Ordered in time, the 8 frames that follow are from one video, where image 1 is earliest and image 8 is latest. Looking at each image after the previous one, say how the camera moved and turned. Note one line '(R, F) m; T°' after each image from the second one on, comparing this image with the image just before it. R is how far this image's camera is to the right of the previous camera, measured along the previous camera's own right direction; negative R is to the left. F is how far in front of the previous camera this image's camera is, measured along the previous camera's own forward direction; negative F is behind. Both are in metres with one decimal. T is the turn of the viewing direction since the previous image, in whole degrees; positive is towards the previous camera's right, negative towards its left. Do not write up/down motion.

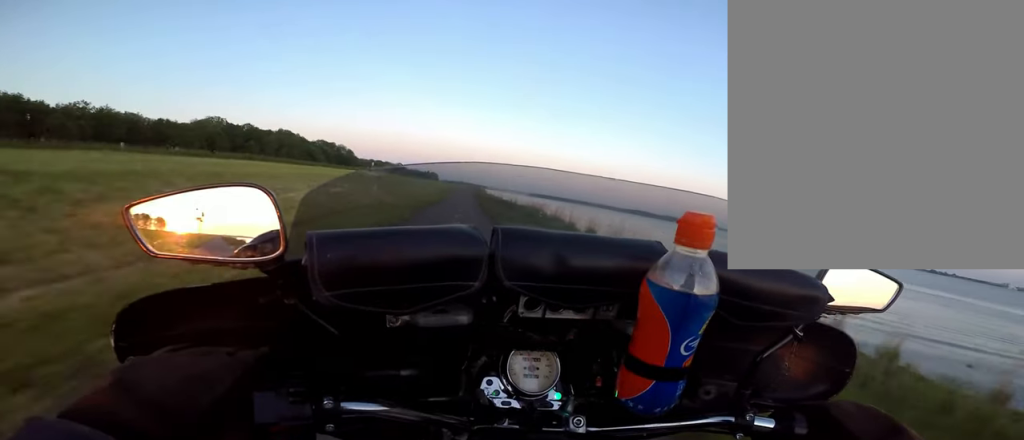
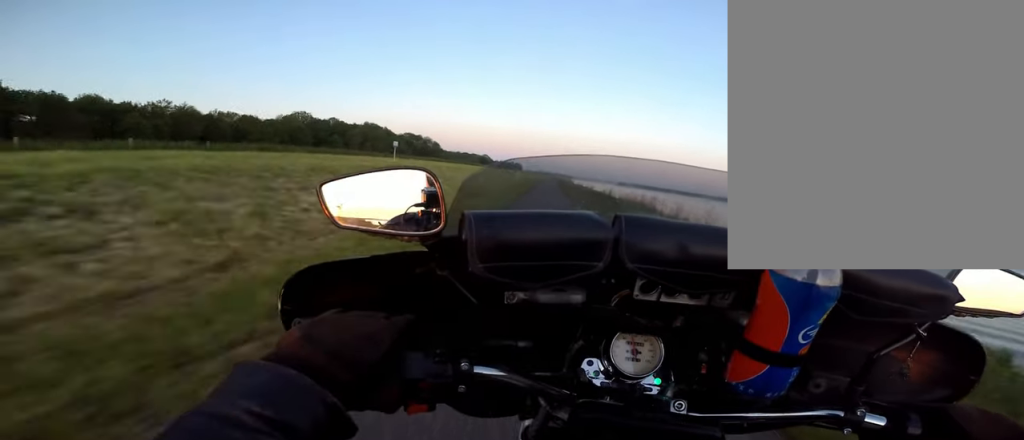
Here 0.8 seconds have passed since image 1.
(+0.1, +11.1) m; +2°
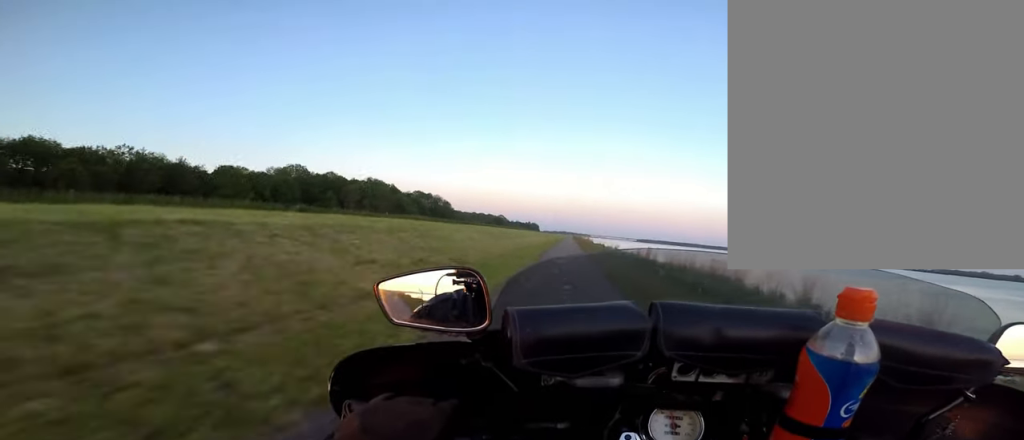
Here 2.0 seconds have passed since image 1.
(+0.3, +16.6) m; -2°
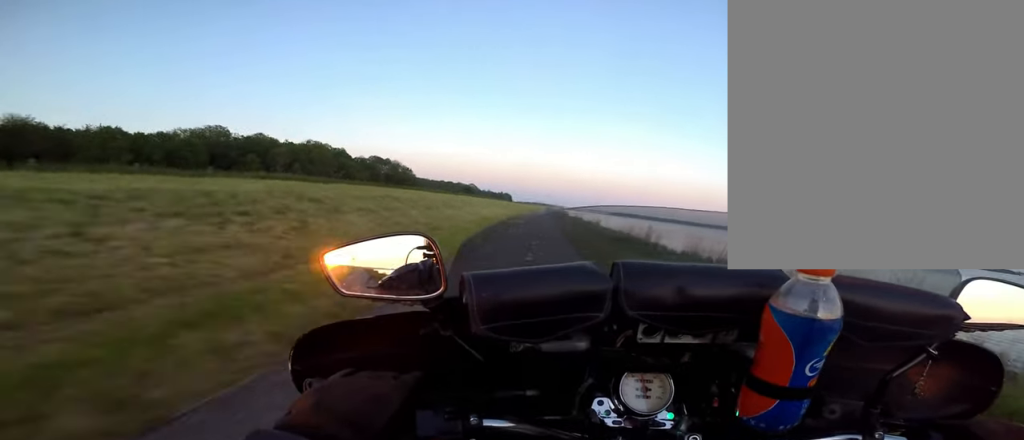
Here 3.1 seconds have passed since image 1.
(-0.8, +16.0) m; 0°
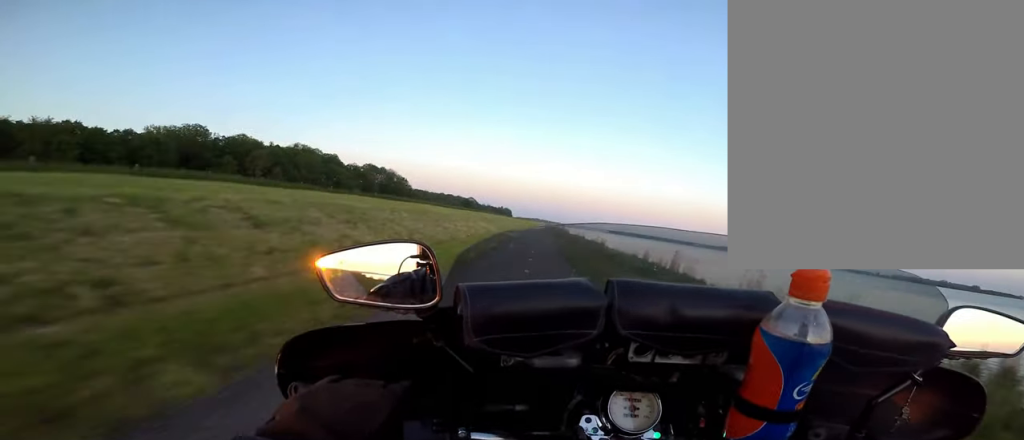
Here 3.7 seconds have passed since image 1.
(-0.3, +8.3) m; +2°
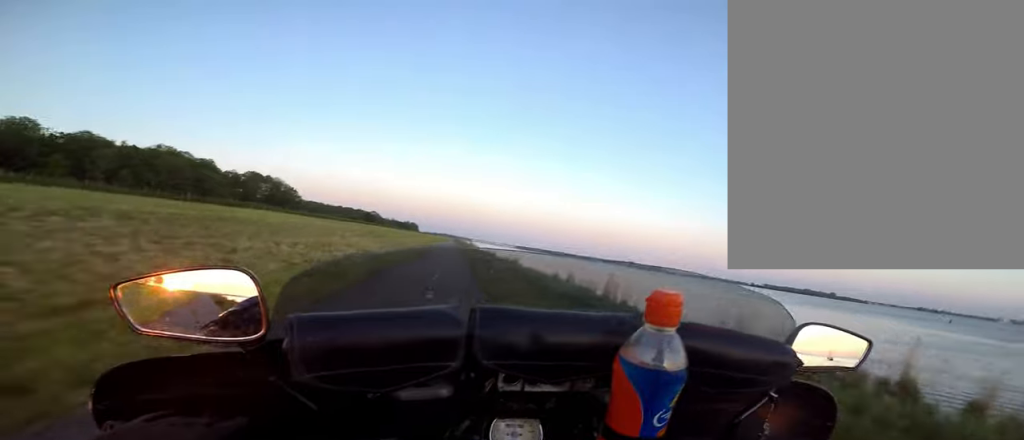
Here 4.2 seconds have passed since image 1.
(+0.9, +7.2) m; 0°
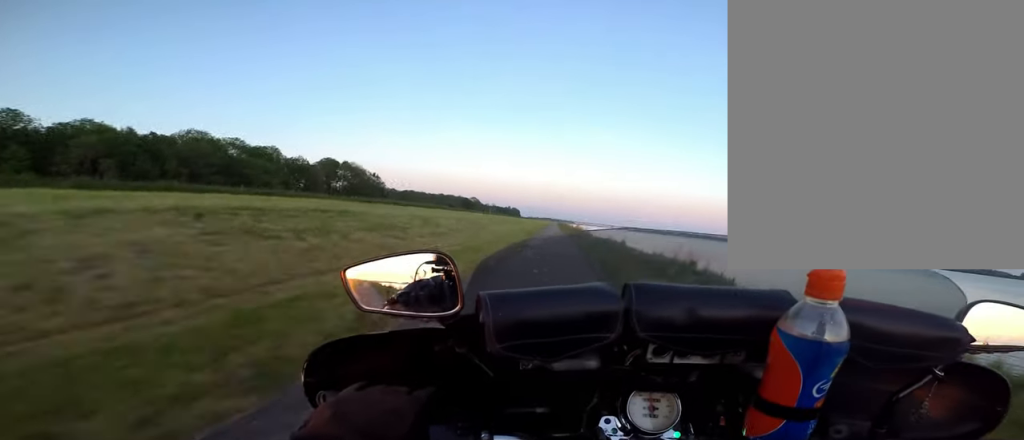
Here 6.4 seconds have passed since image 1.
(+0.4, +32.1) m; 0°
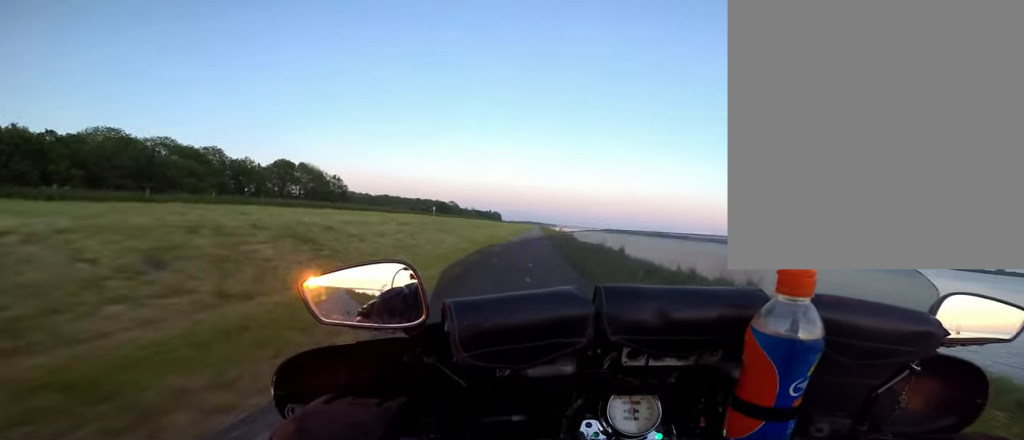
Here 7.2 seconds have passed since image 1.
(-0.8, +12.5) m; -1°
